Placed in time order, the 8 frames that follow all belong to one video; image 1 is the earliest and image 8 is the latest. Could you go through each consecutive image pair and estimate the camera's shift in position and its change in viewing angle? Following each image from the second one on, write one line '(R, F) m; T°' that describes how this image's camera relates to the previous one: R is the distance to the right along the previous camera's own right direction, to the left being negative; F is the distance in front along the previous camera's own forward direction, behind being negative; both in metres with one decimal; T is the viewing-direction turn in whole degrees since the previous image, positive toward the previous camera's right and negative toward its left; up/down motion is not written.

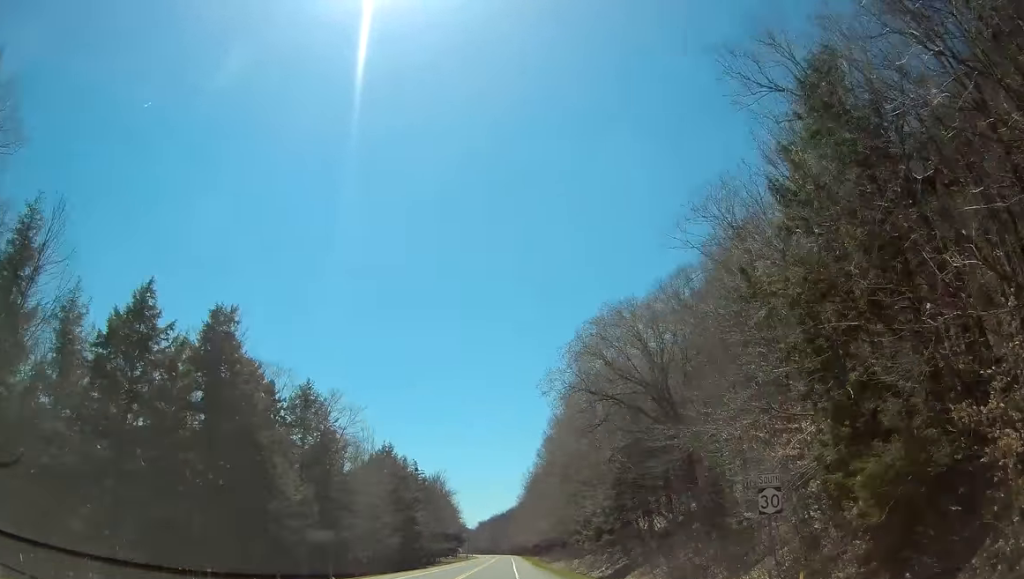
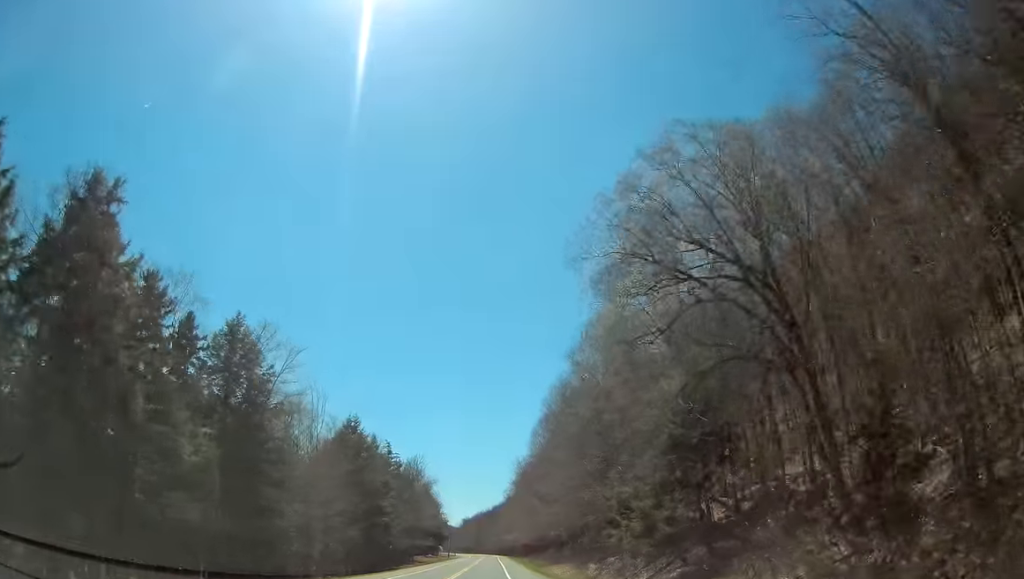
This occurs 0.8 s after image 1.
(0.0, +19.6) m; 0°
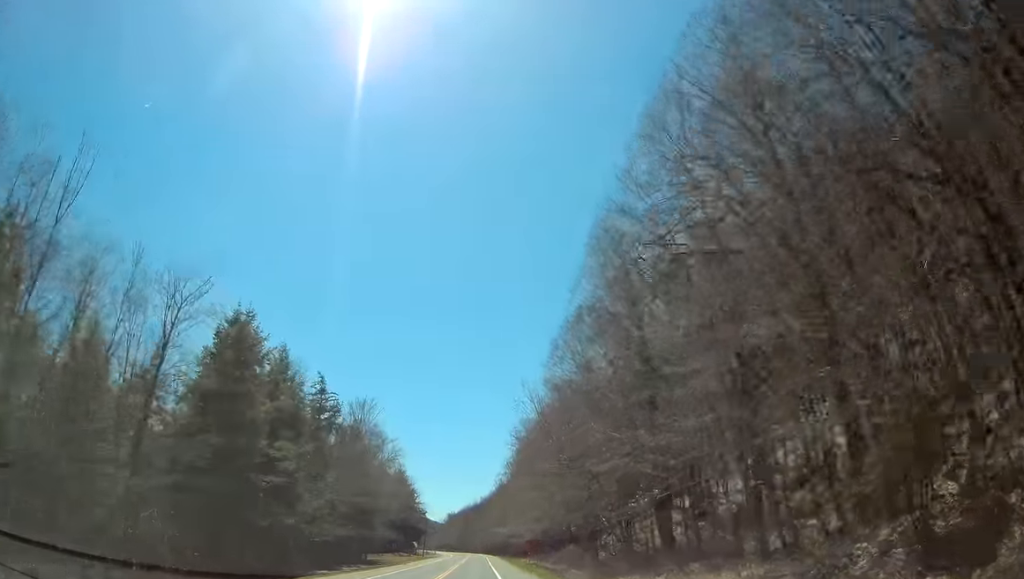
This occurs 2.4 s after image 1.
(+0.4, +42.6) m; +1°
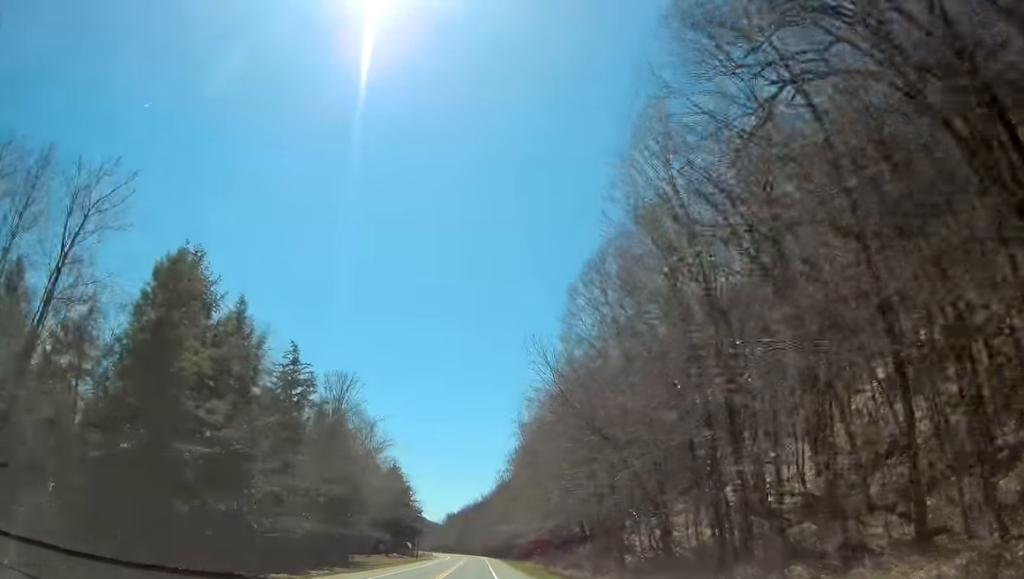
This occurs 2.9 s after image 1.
(+0.1, +11.9) m; 0°
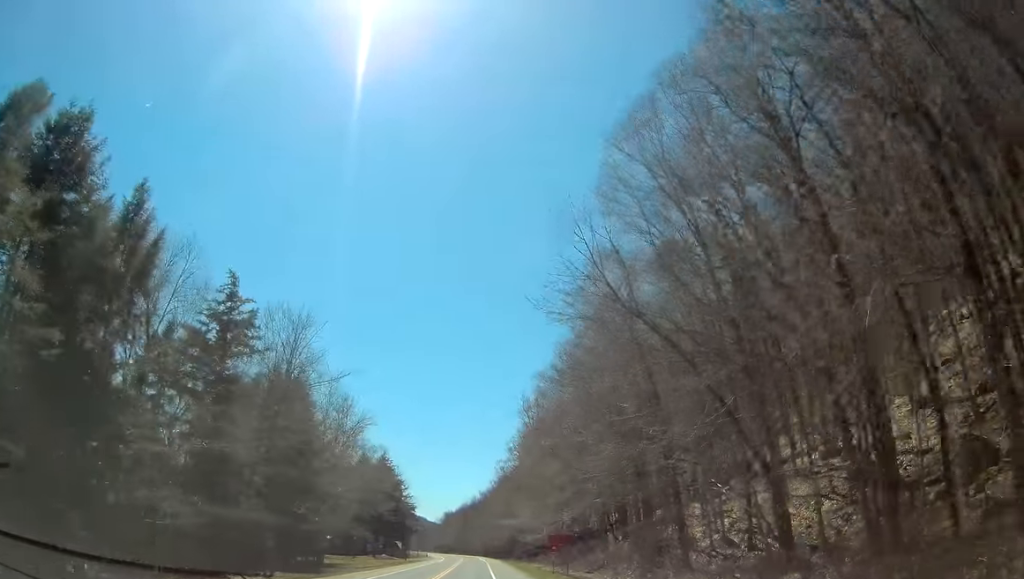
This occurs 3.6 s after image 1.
(0.0, +17.0) m; -1°
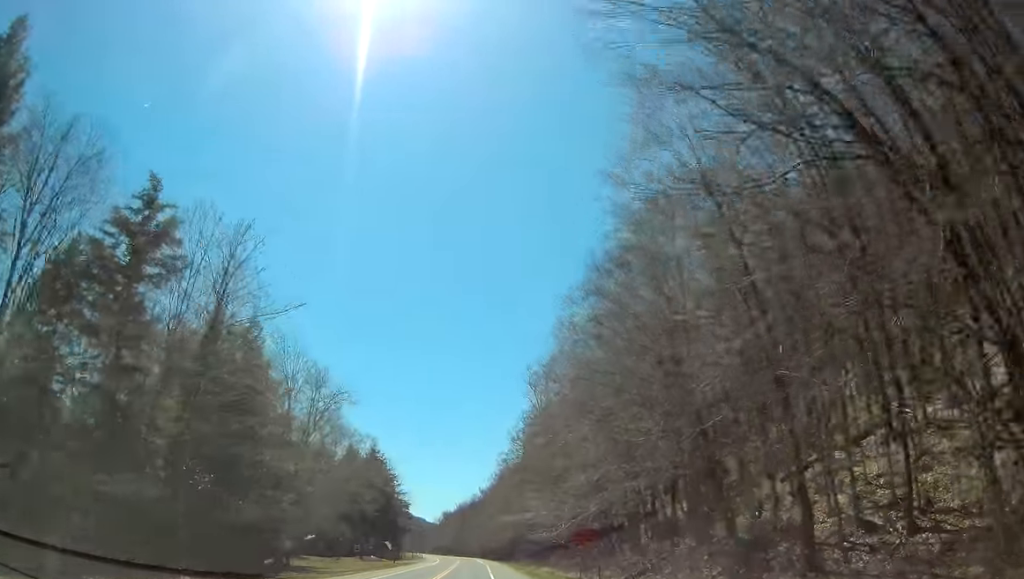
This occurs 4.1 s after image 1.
(0.0, +14.4) m; -1°
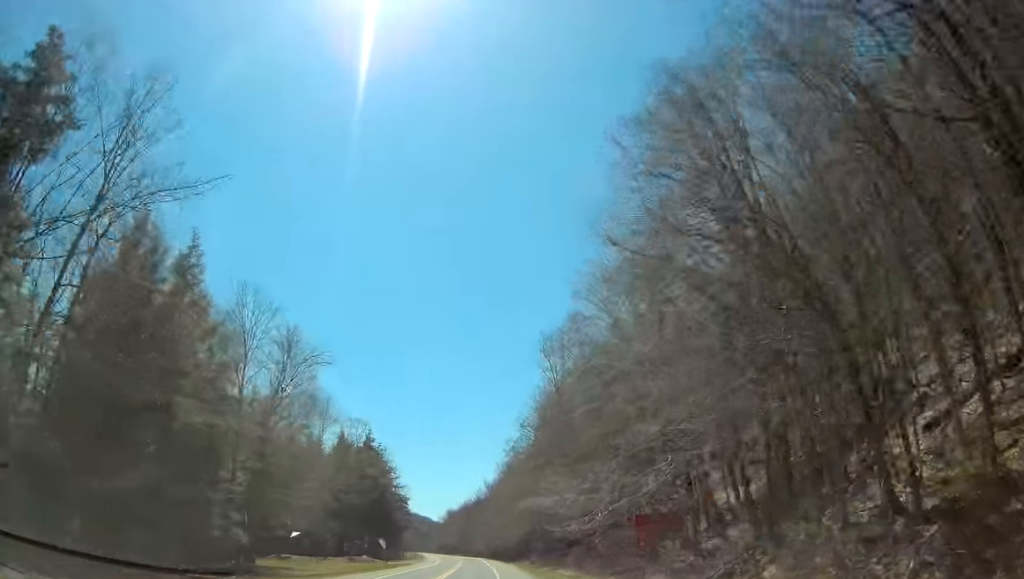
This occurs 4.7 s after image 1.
(-0.2, +13.6) m; -1°
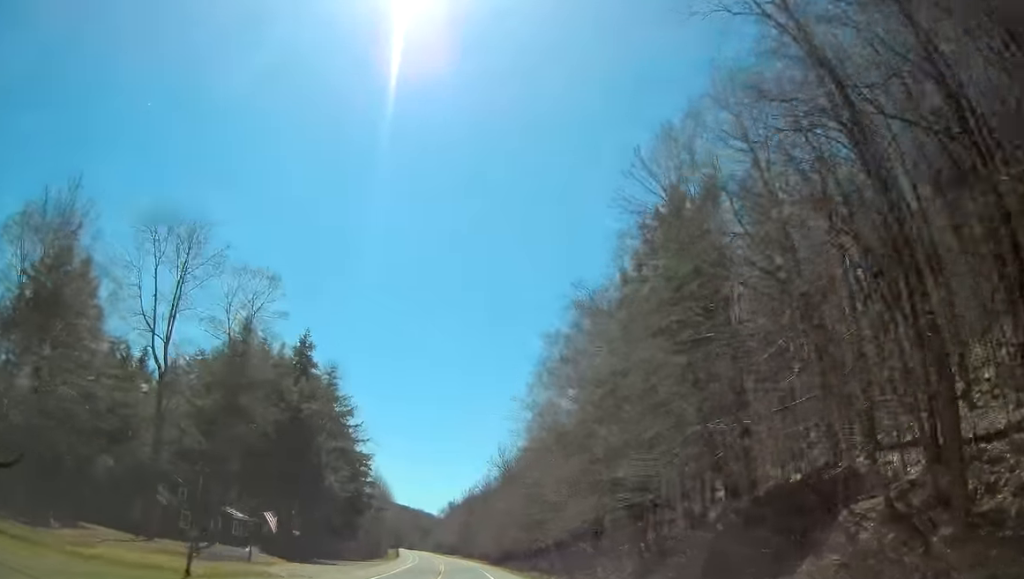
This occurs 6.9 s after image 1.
(-0.4, +58.3) m; 0°
